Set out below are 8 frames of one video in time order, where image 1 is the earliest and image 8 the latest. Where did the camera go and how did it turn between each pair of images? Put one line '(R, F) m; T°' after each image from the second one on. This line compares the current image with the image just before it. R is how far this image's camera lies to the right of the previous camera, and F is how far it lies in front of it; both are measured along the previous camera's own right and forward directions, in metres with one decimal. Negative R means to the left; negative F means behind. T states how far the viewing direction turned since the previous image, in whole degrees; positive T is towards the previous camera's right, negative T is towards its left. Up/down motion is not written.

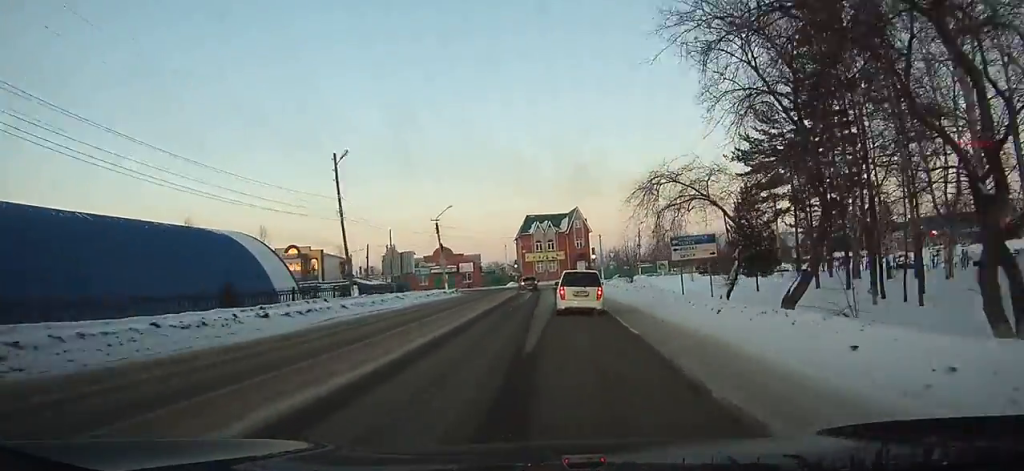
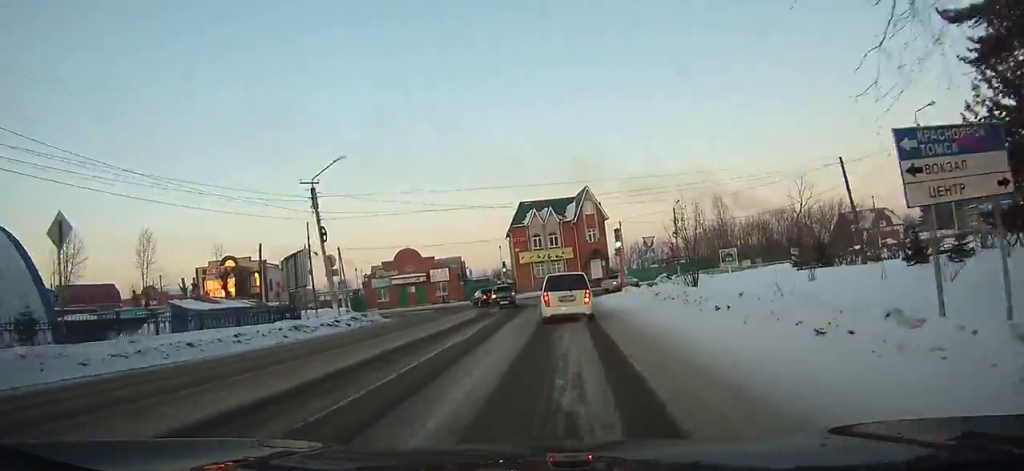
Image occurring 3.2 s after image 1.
(0.0, +28.4) m; 0°
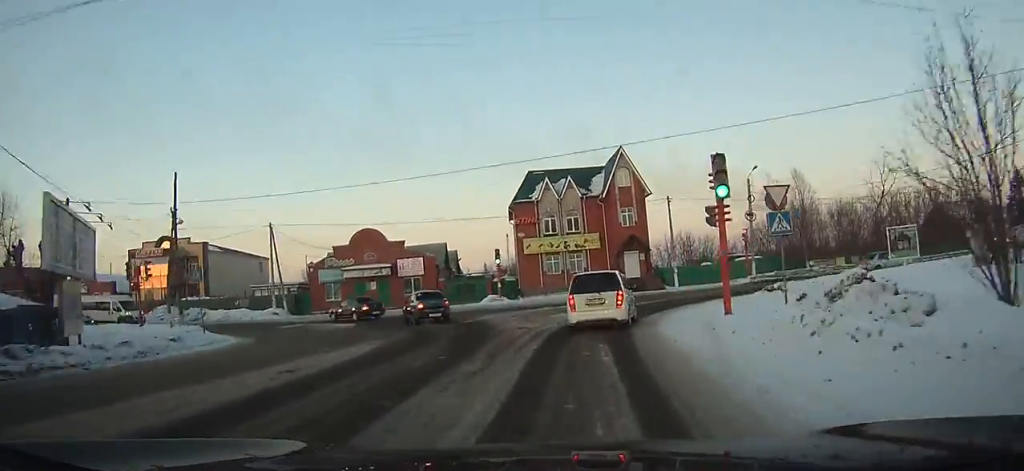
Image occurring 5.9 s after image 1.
(0.0, +21.6) m; +3°
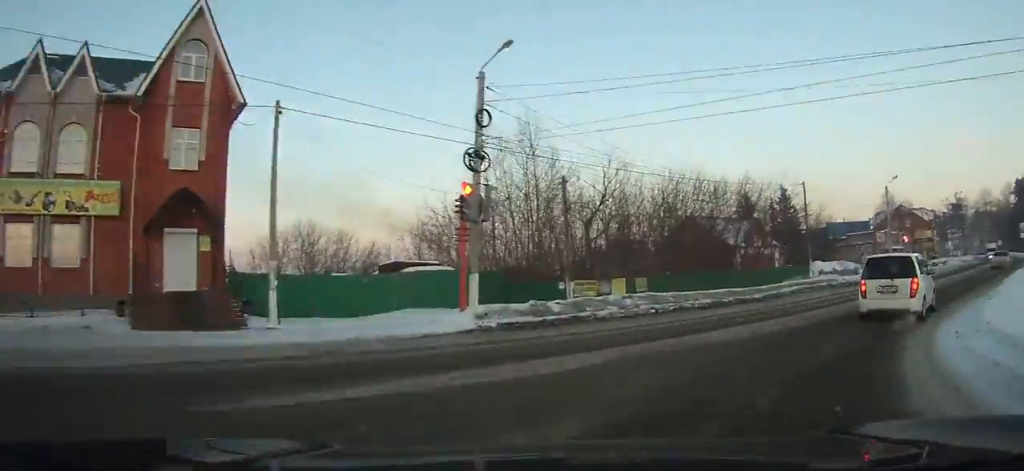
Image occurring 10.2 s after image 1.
(+3.4, +30.4) m; +34°
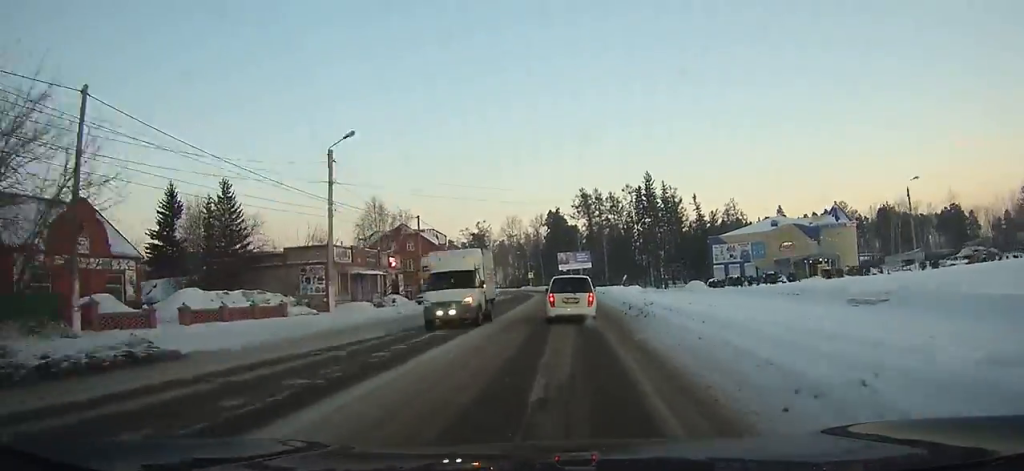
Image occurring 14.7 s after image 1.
(+14.9, +27.3) m; +38°
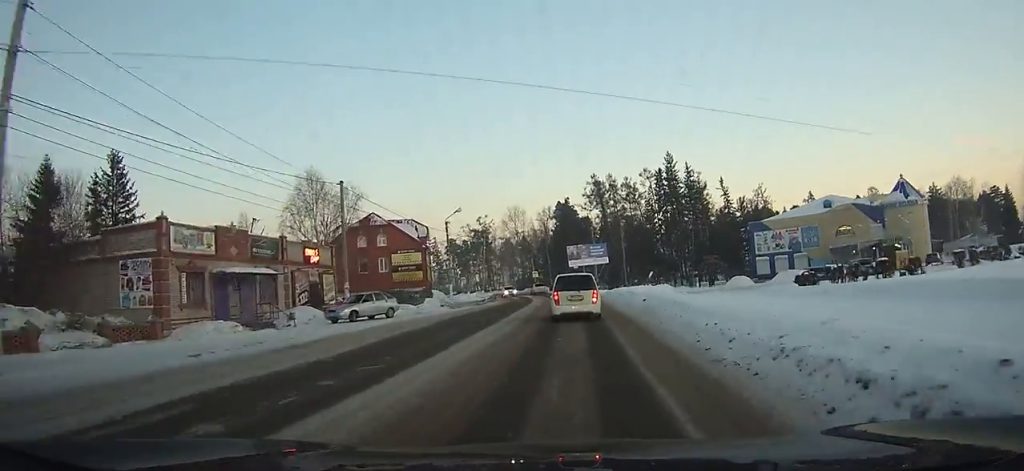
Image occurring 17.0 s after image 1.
(+1.0, +17.8) m; +3°
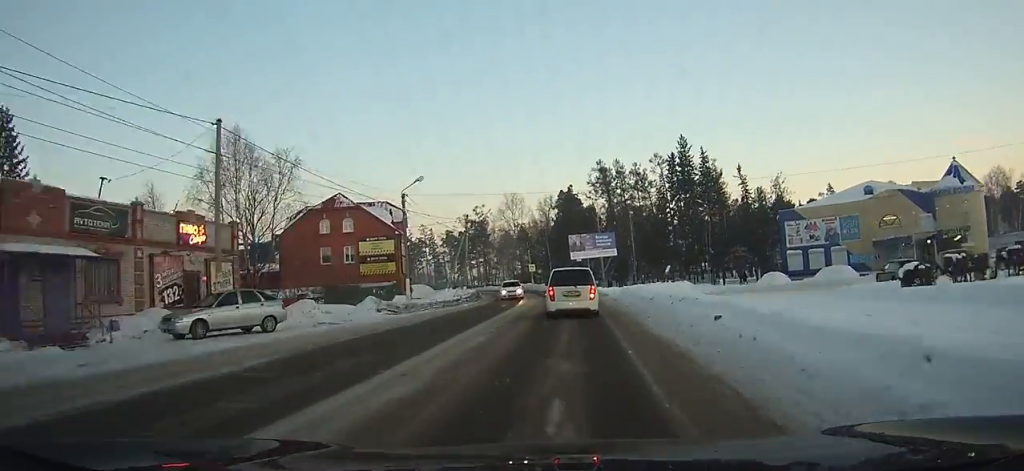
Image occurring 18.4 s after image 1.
(-0.1, +11.5) m; -1°
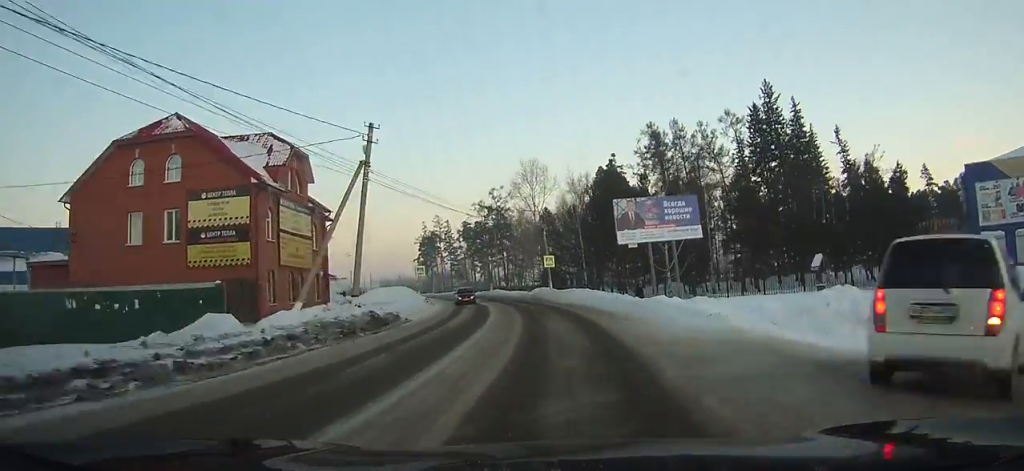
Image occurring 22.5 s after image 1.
(-0.9, +34.8) m; -5°
